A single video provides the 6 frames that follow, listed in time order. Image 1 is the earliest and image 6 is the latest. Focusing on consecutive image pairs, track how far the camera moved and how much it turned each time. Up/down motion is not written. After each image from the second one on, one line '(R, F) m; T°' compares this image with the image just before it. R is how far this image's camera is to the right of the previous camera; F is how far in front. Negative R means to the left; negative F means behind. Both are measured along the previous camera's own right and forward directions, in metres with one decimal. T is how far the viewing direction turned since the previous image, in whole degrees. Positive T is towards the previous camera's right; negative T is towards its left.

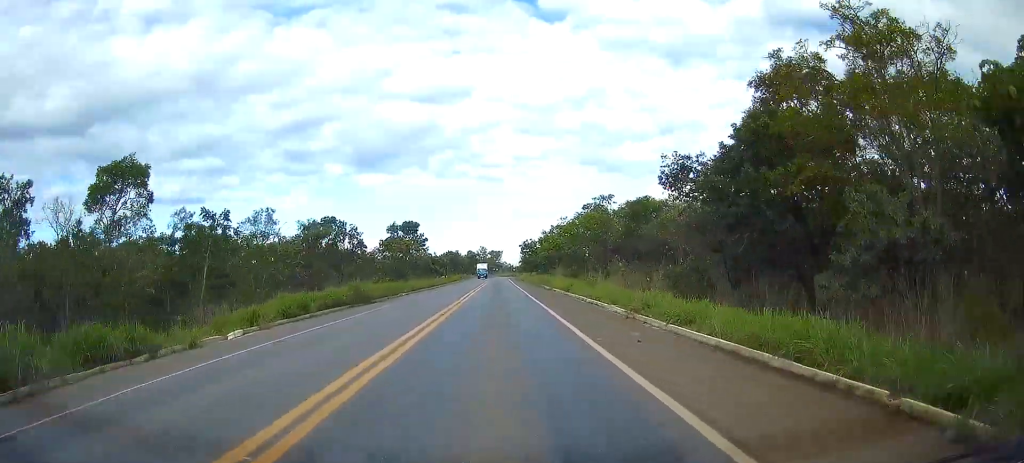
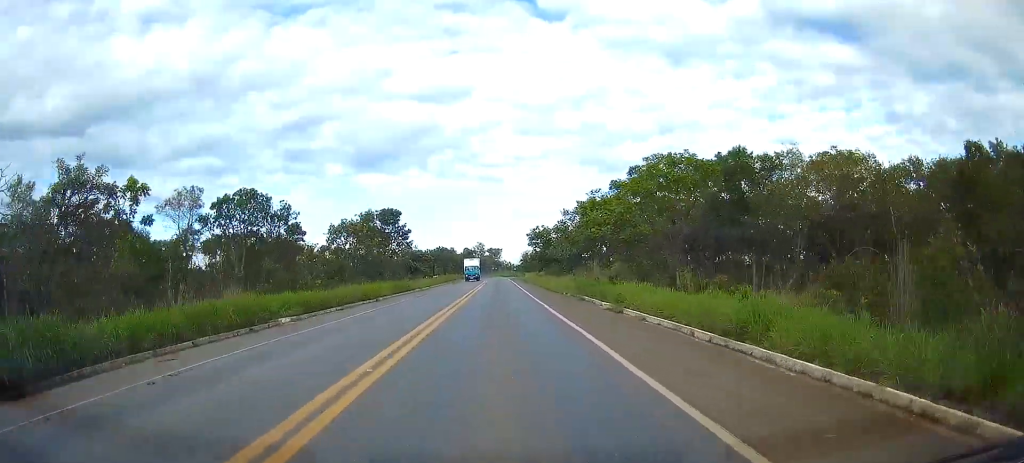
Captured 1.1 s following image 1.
(0.0, +29.0) m; 0°
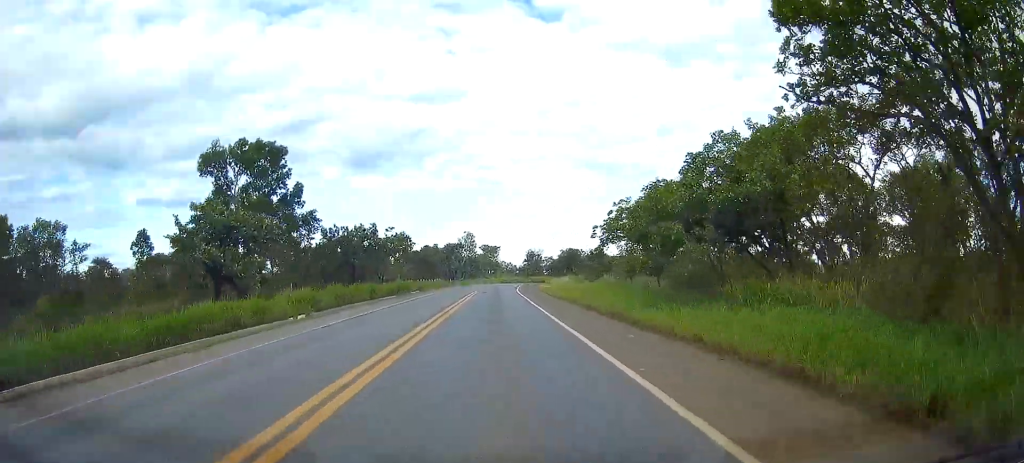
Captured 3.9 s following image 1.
(+0.6, +70.2) m; +1°
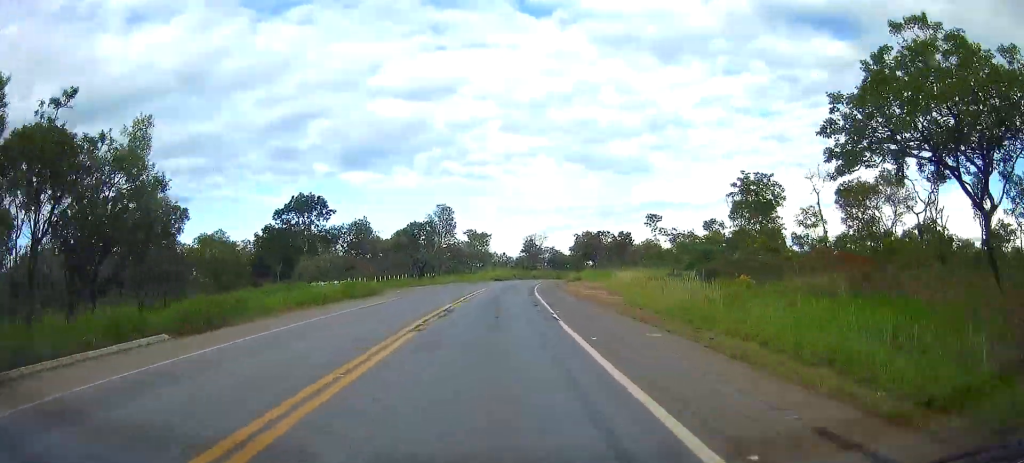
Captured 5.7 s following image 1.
(-0.3, +48.2) m; +1°
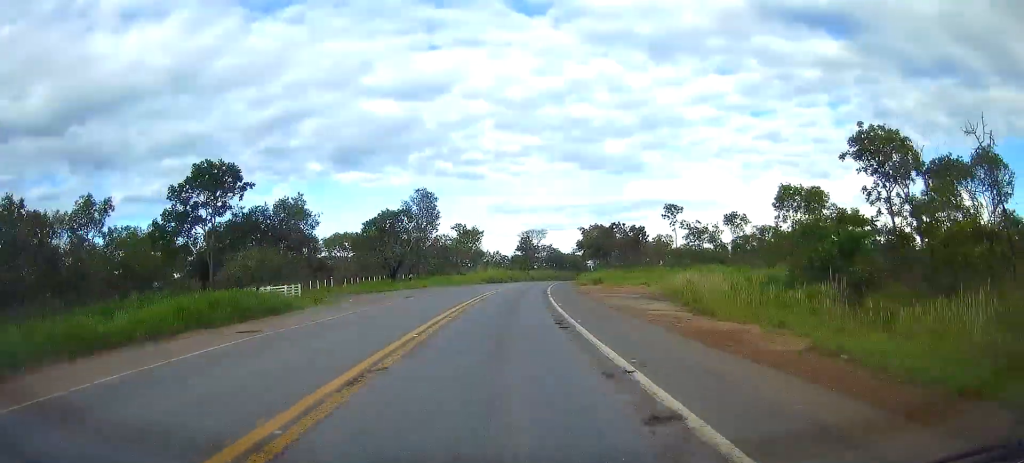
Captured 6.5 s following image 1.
(+0.5, +18.9) m; 0°
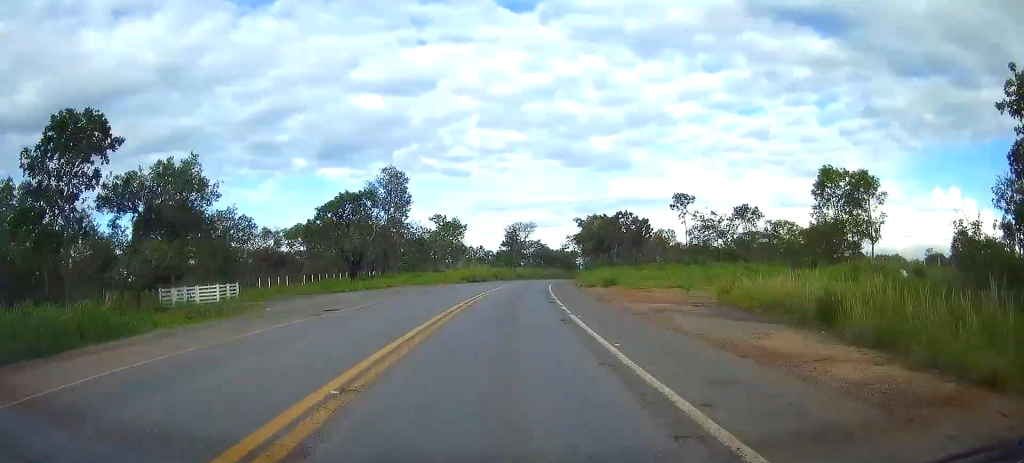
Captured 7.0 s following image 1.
(-0.3, +14.5) m; 0°
